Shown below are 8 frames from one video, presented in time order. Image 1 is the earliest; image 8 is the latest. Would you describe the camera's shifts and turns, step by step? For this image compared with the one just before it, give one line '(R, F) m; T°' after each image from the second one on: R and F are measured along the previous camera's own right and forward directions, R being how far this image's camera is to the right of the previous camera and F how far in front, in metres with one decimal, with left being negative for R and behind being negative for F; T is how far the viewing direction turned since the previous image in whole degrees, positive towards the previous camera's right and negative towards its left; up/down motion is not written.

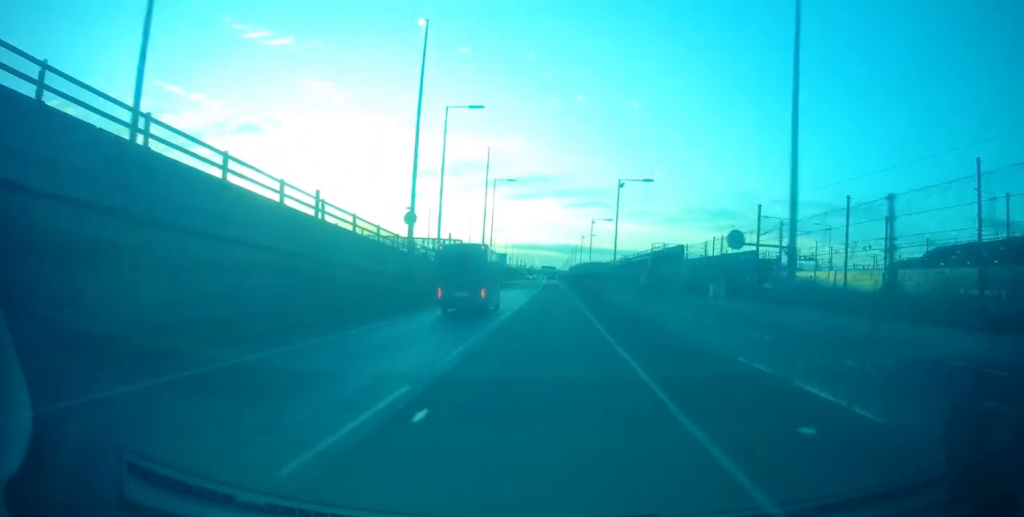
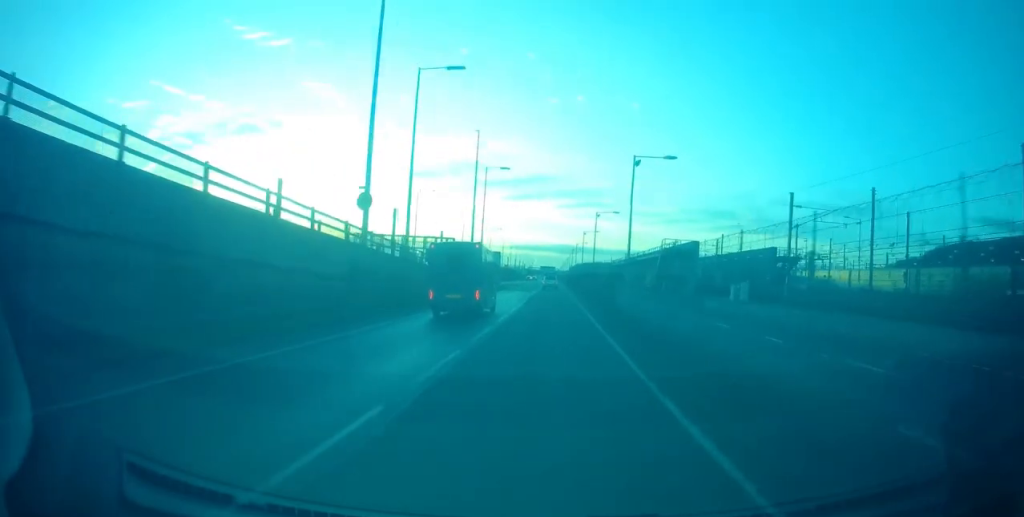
(0.0, +7.2) m; -1°
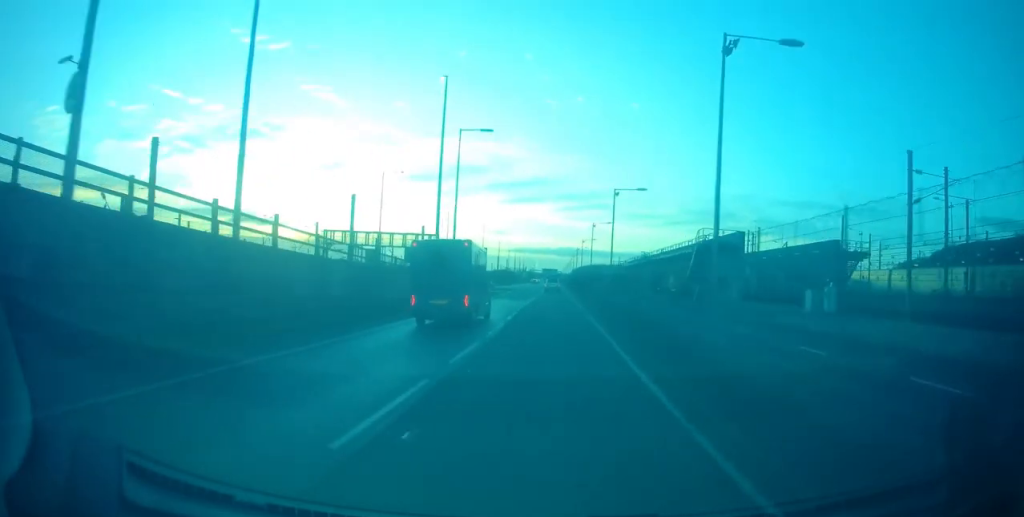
(-0.1, +15.7) m; -1°
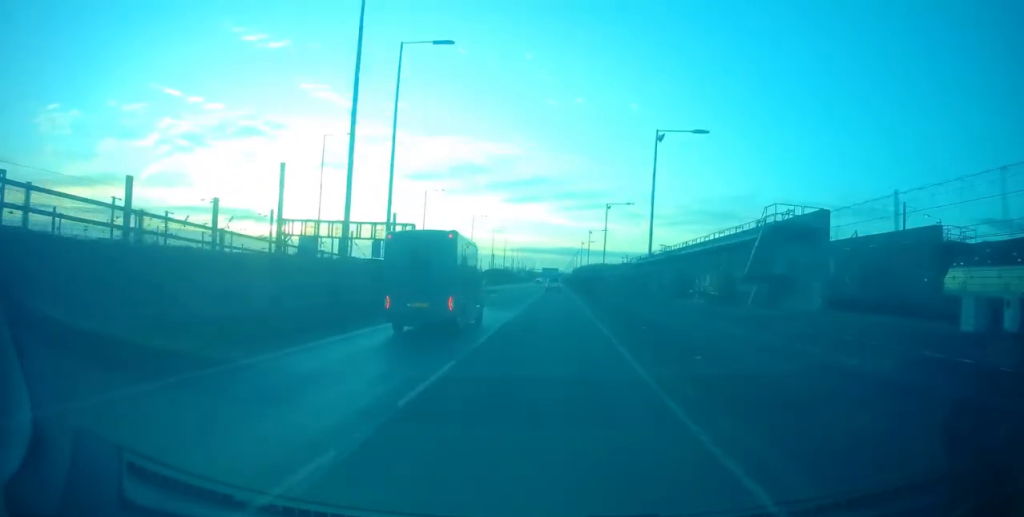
(-0.4, +15.8) m; 0°
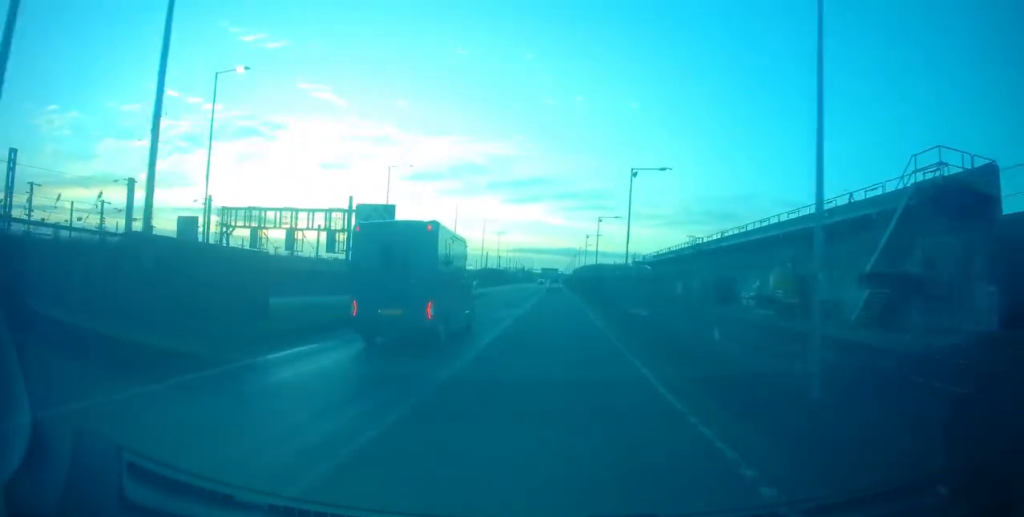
(+0.4, +15.4) m; 0°
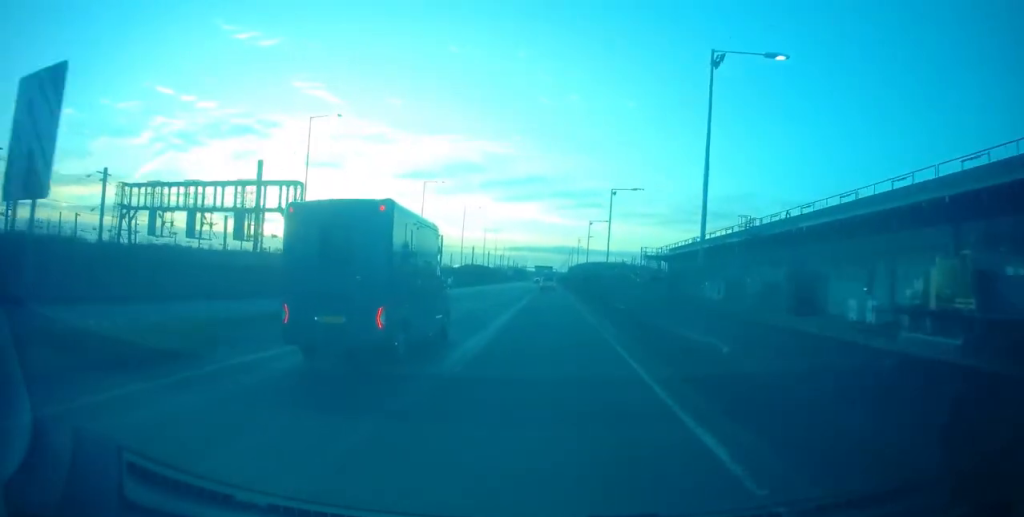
(-0.4, +17.2) m; -1°
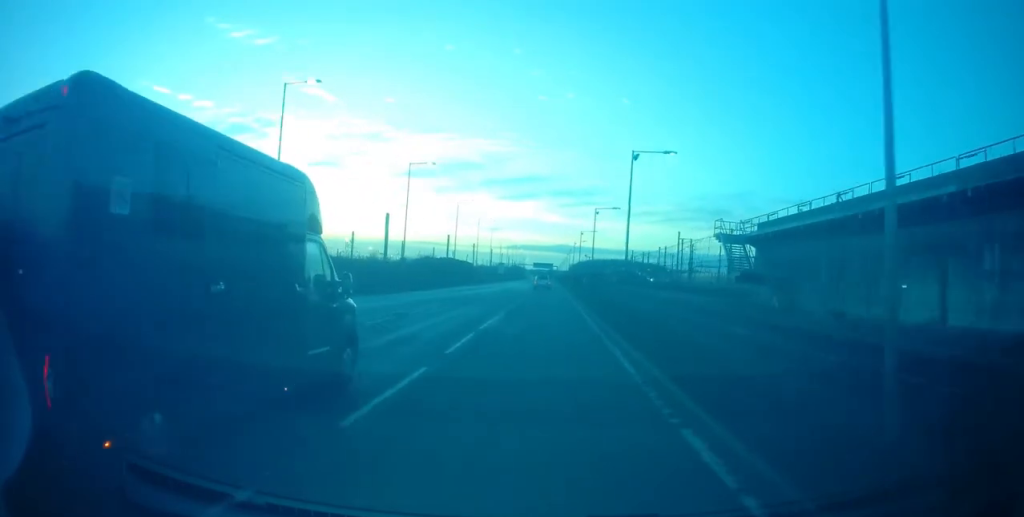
(+0.7, +33.5) m; +2°
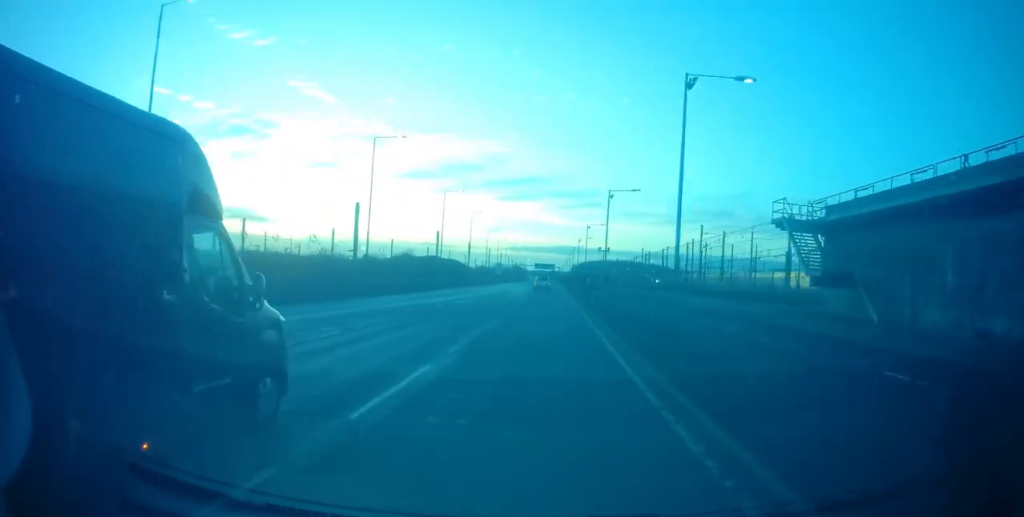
(+0.1, +11.4) m; 0°
